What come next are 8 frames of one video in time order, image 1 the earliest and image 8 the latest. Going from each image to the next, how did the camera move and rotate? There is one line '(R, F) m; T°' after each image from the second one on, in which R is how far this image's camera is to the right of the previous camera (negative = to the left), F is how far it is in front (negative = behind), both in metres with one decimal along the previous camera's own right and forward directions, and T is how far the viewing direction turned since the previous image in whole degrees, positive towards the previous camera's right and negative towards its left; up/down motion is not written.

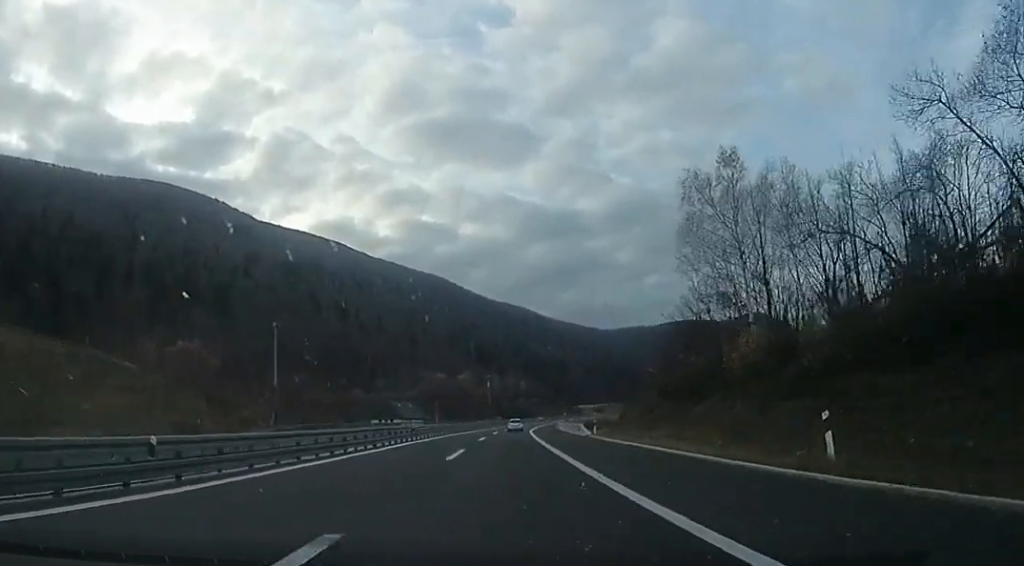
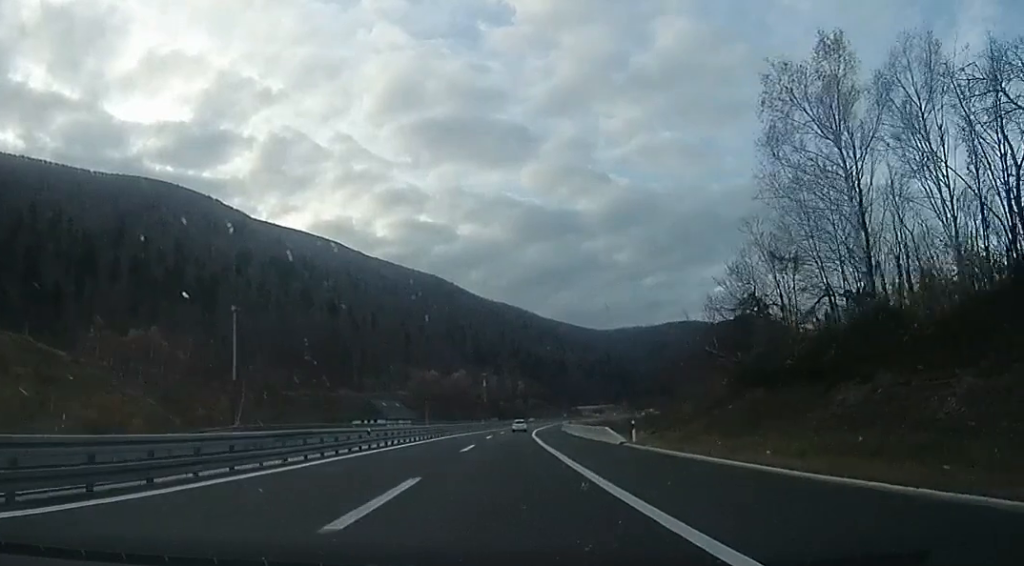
(-0.2, +13.0) m; +1°
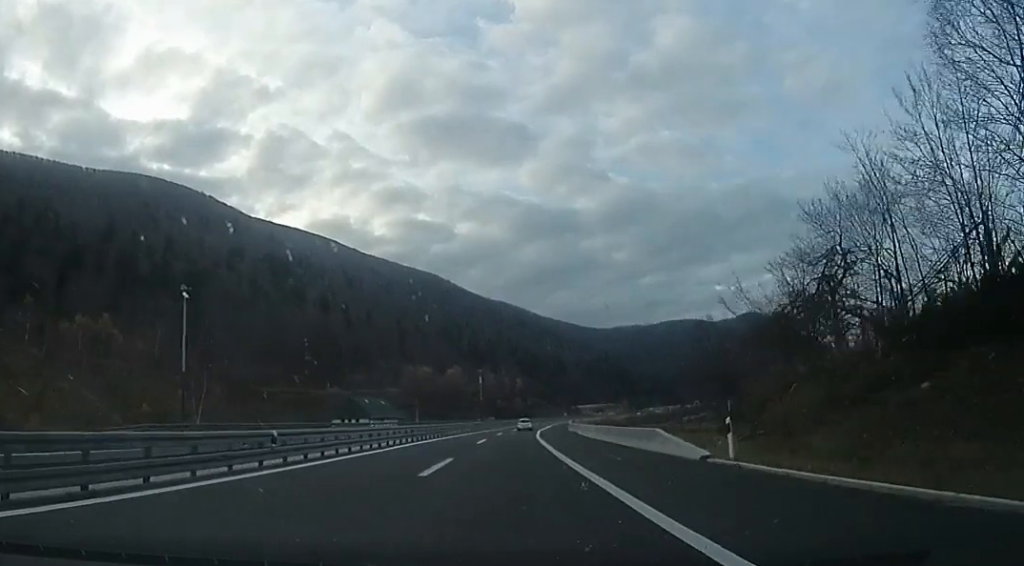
(+0.6, +12.0) m; +1°
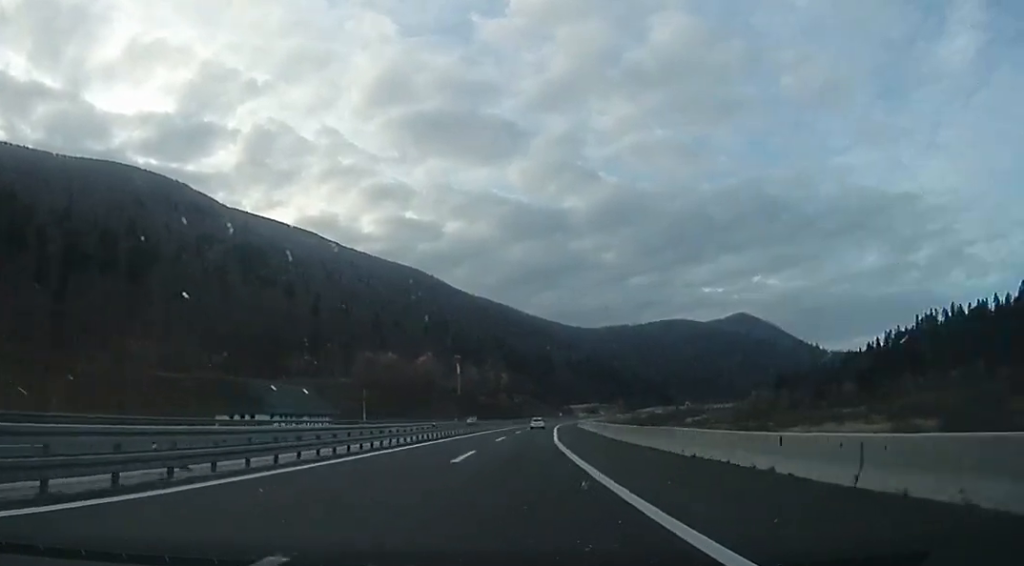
(+0.4, +36.8) m; 0°
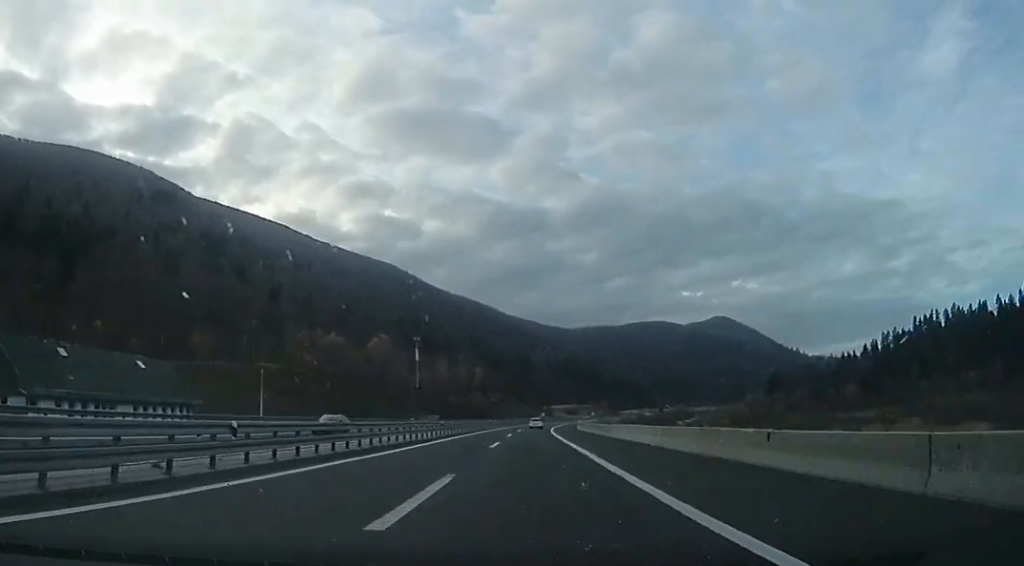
(-0.1, +31.5) m; +1°
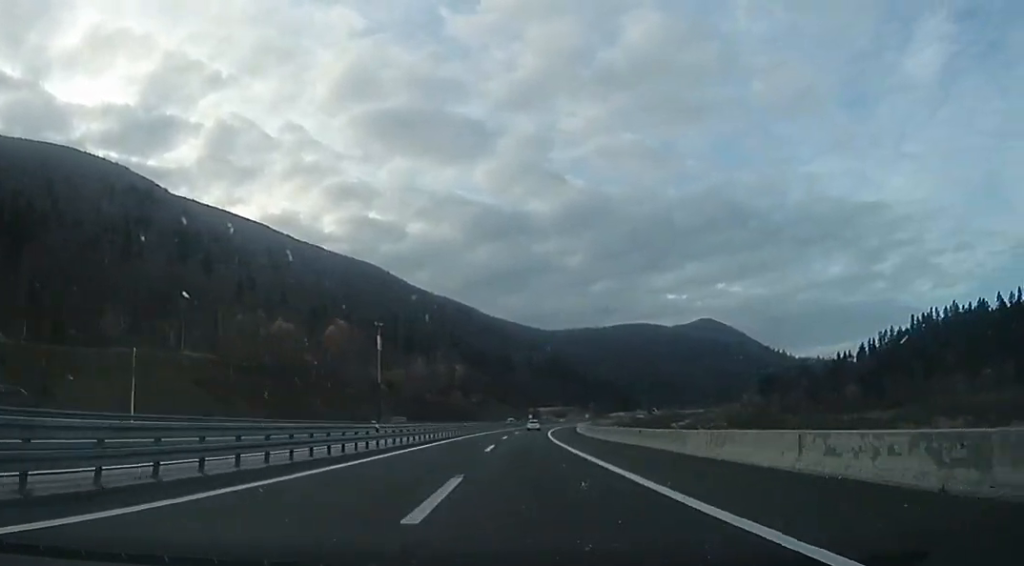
(+0.5, +20.0) m; +1°
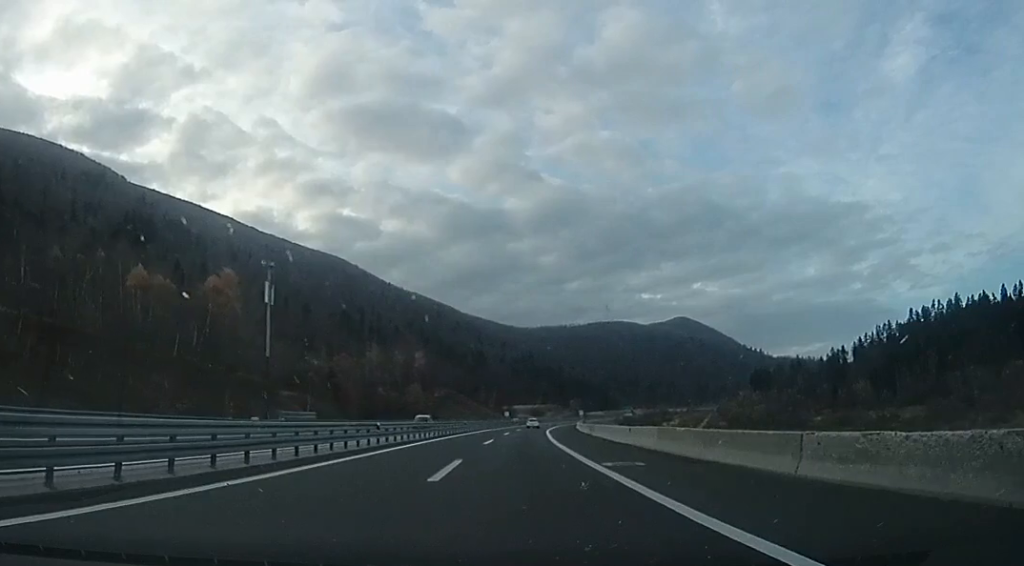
(+0.2, +34.9) m; +3°
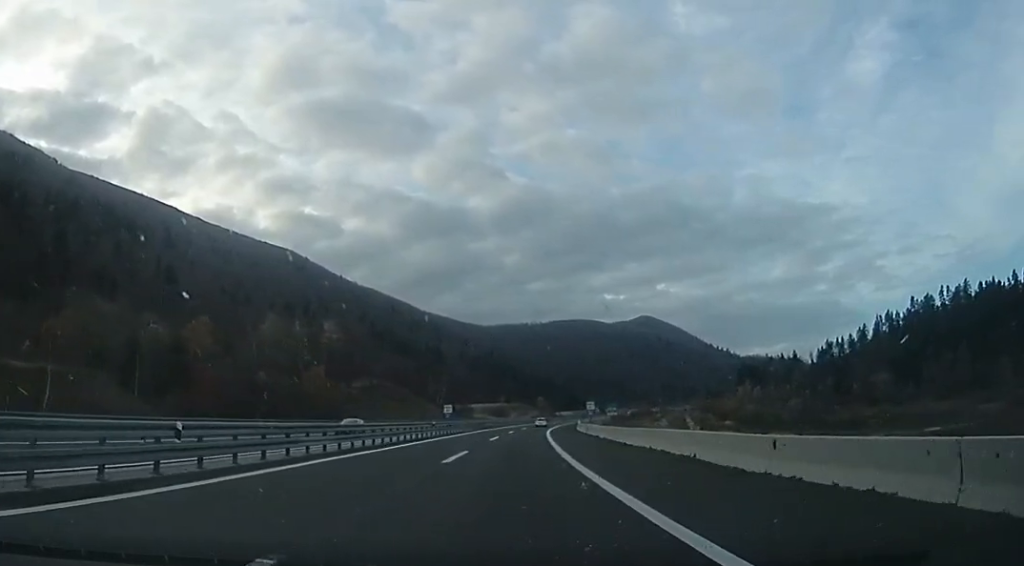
(+3.2, +53.3) m; +5°
